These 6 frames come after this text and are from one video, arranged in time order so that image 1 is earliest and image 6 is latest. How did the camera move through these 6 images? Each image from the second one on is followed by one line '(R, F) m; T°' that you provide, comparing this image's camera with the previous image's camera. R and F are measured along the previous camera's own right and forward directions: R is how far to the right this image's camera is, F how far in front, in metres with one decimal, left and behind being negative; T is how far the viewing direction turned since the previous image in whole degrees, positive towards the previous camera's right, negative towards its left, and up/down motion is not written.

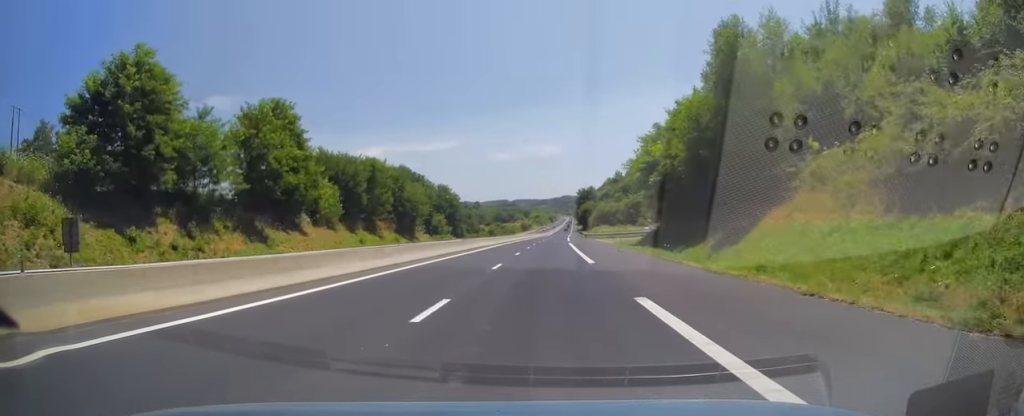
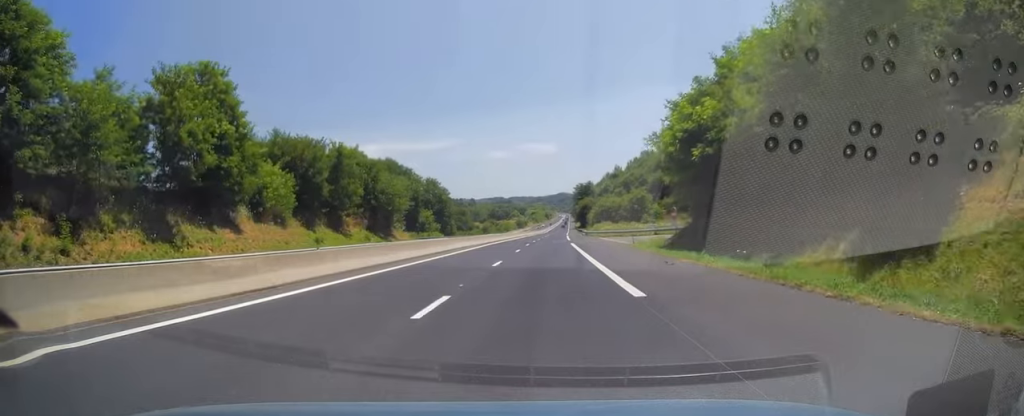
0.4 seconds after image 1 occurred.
(+0.1, +13.0) m; 0°
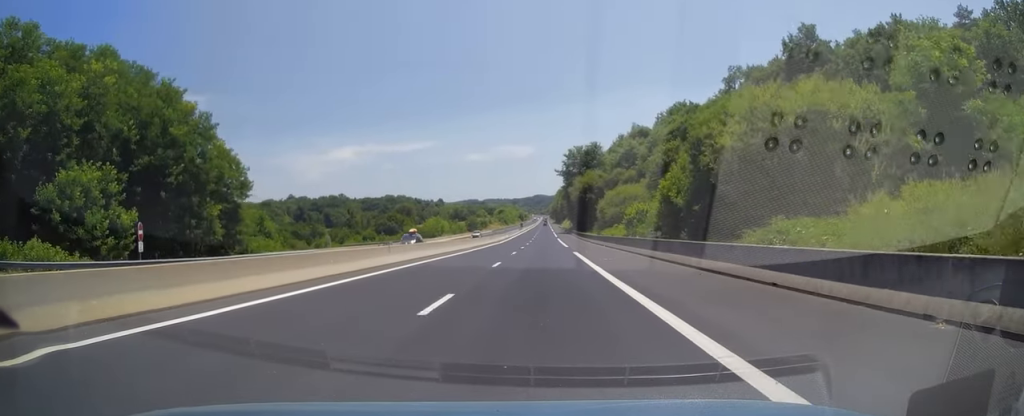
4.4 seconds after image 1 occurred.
(+3.0, +118.3) m; +3°
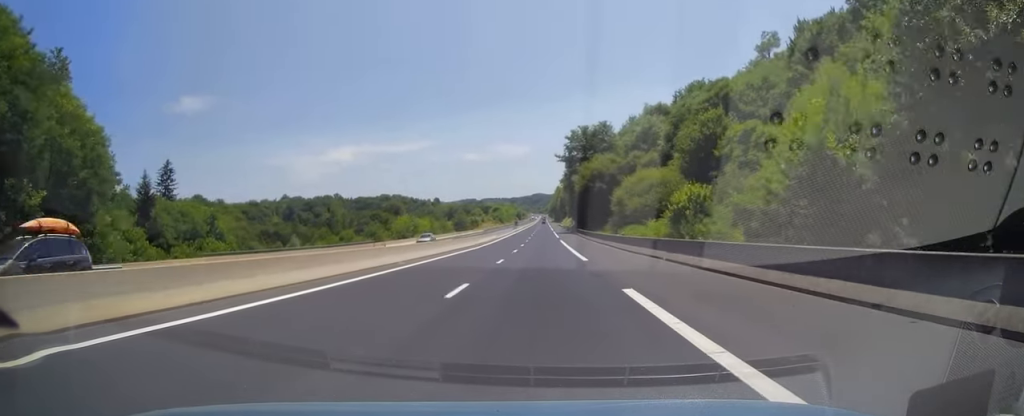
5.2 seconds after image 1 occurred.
(0.0, +23.9) m; 0°
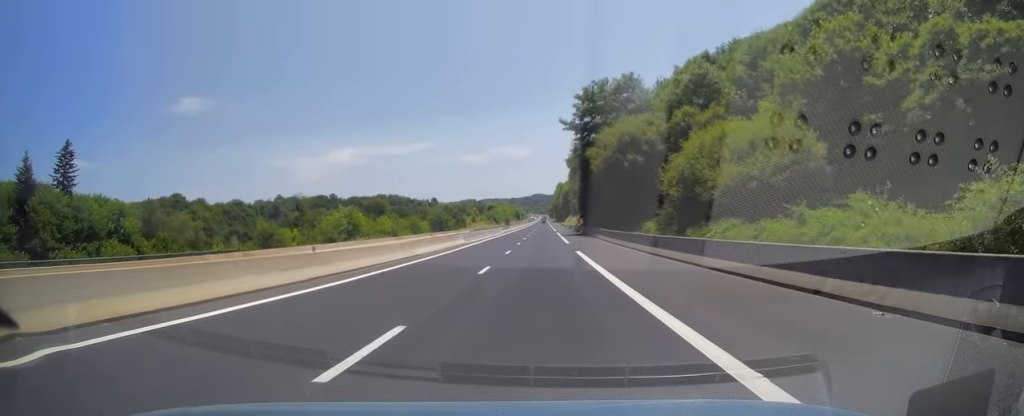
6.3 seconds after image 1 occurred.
(-0.1, +33.3) m; 0°
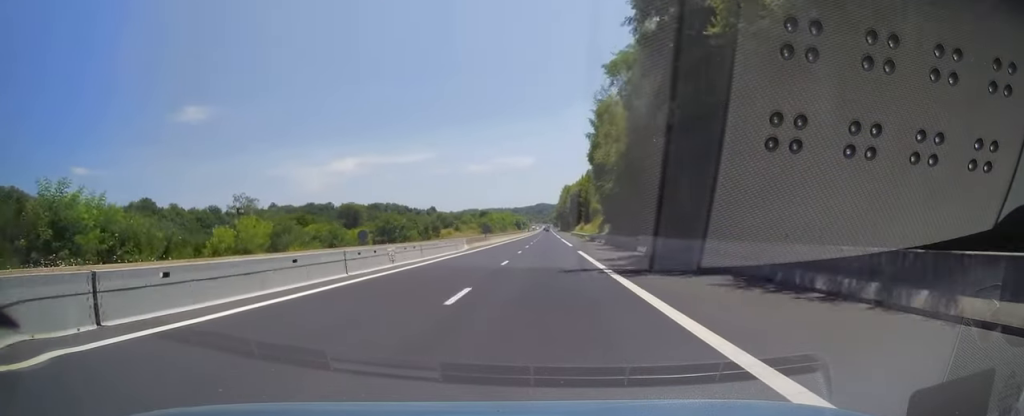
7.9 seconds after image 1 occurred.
(+0.2, +47.2) m; 0°
